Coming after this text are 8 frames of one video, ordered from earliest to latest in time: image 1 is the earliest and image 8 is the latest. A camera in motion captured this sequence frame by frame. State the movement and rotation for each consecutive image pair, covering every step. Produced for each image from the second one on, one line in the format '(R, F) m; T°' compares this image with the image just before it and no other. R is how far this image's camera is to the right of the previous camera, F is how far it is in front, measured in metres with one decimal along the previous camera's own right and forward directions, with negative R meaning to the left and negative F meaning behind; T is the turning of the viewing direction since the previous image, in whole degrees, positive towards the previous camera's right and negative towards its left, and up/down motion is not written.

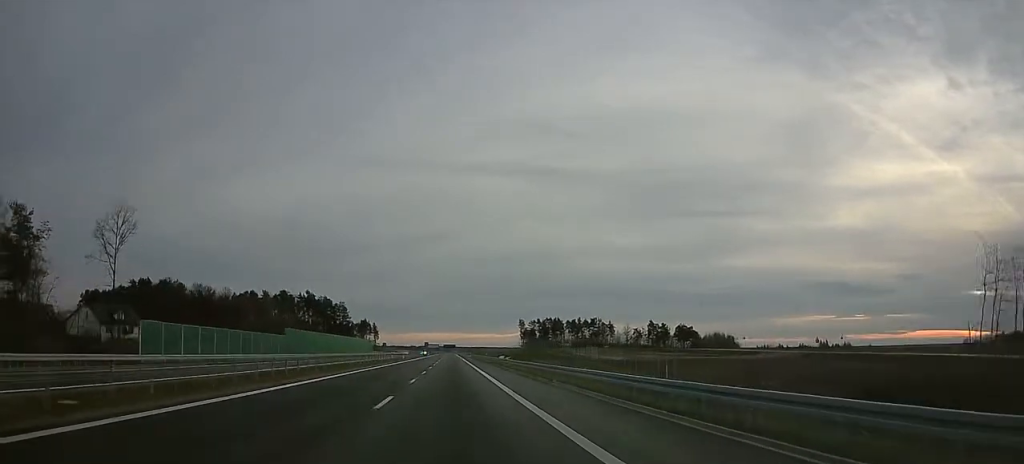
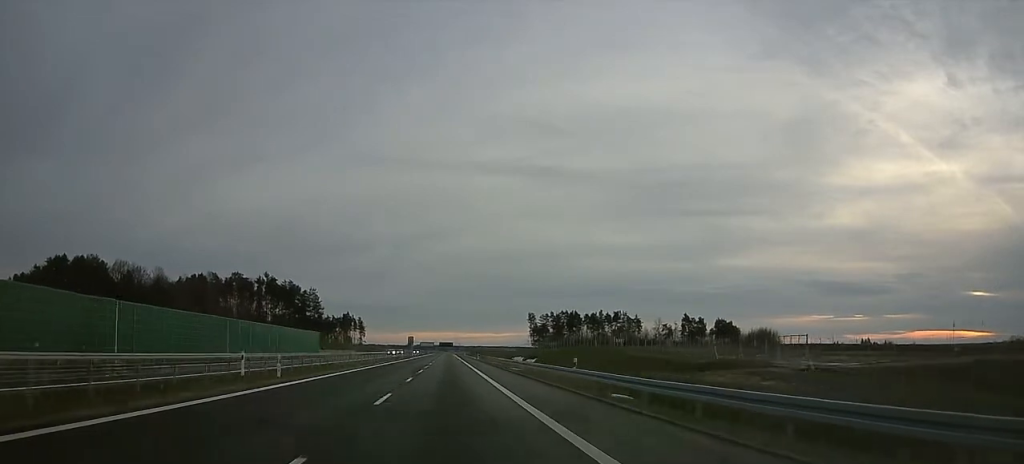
(+1.7, +71.3) m; +1°
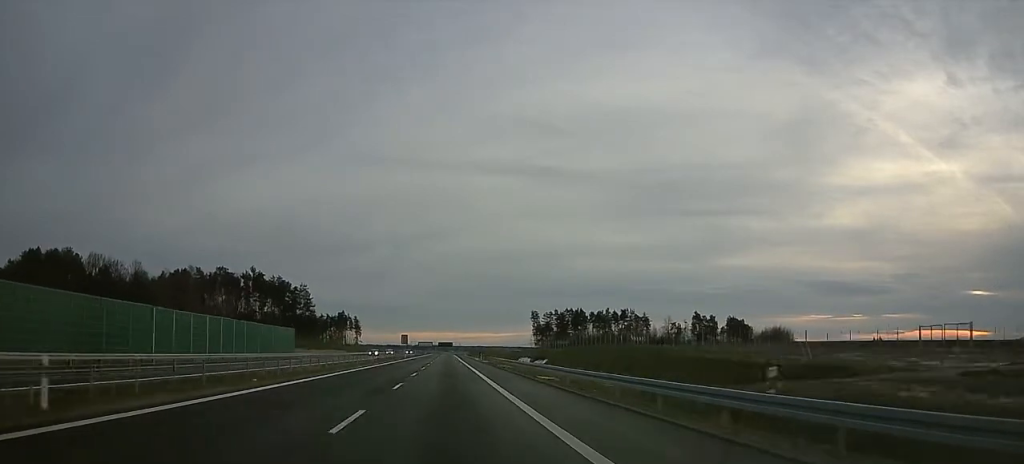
(-0.5, +17.5) m; -1°
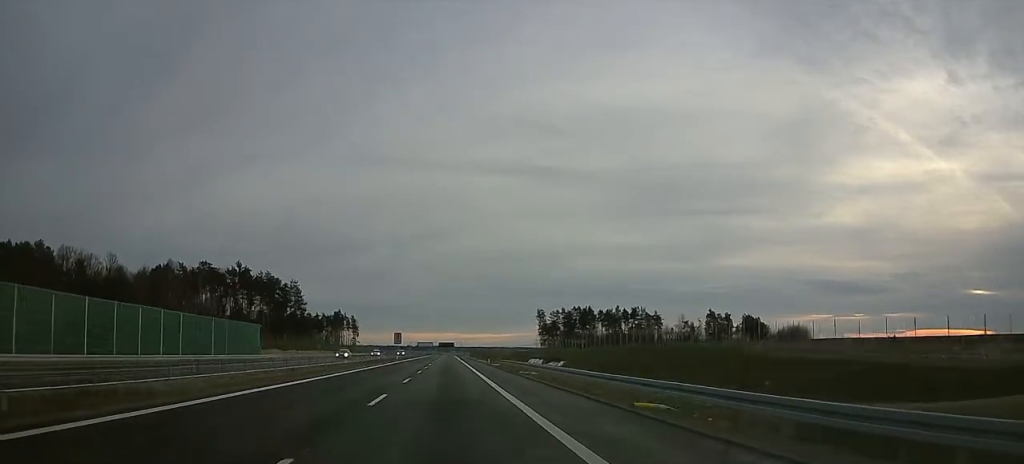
(-0.3, +19.6) m; -1°
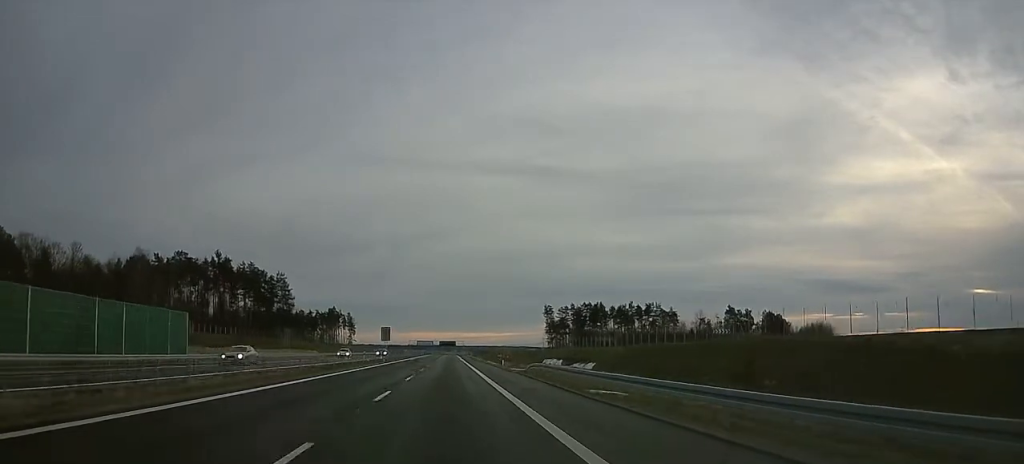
(0.0, +22.7) m; 0°
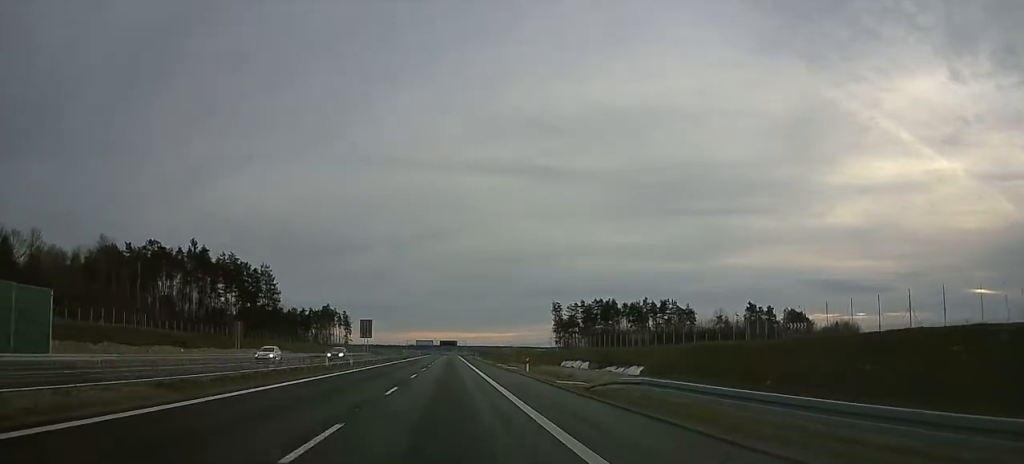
(0.0, +21.6) m; 0°
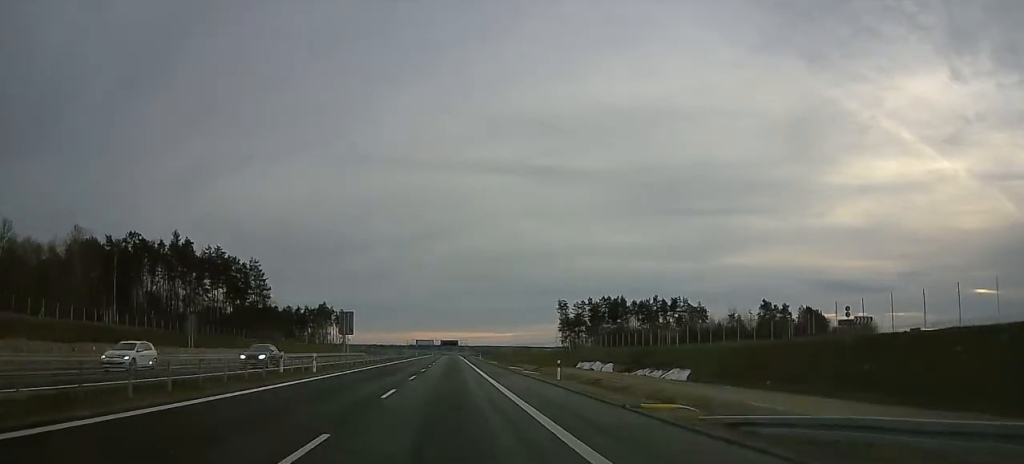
(0.0, +13.4) m; 0°
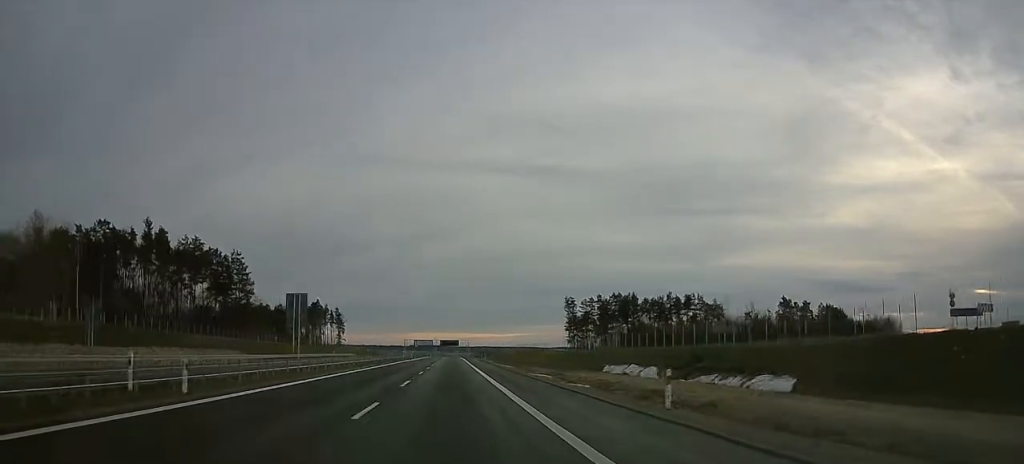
(0.0, +17.5) m; 0°
